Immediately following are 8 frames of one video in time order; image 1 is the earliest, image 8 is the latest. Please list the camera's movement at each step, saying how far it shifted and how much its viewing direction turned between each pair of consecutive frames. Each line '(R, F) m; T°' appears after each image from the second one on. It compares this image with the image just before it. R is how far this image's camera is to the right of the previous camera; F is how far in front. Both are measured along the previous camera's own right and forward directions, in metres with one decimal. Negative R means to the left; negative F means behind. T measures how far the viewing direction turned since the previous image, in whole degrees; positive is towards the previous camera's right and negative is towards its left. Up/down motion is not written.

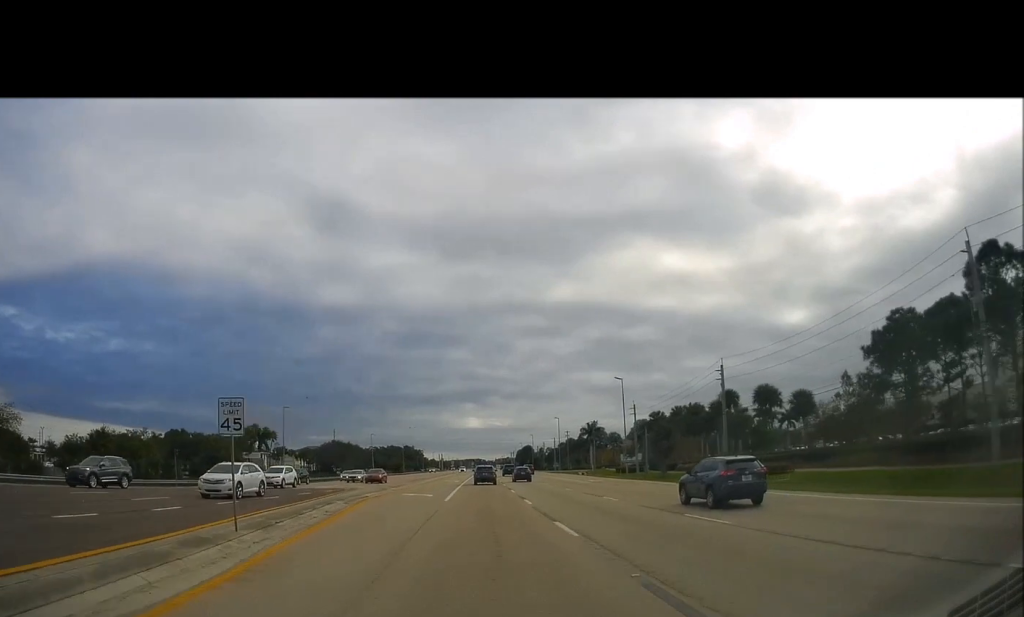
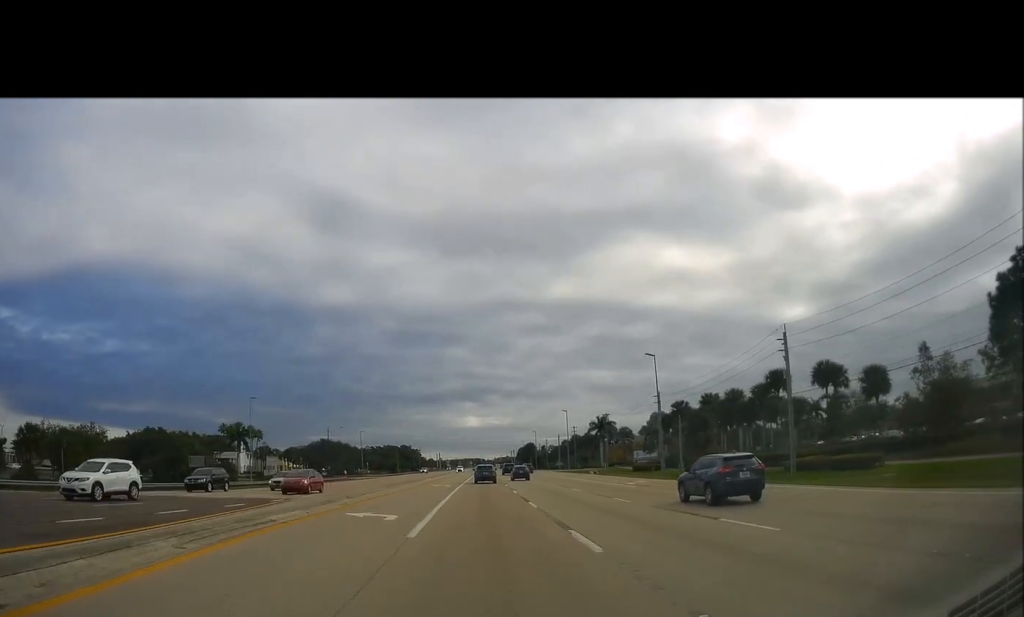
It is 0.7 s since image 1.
(+0.4, +14.3) m; 0°
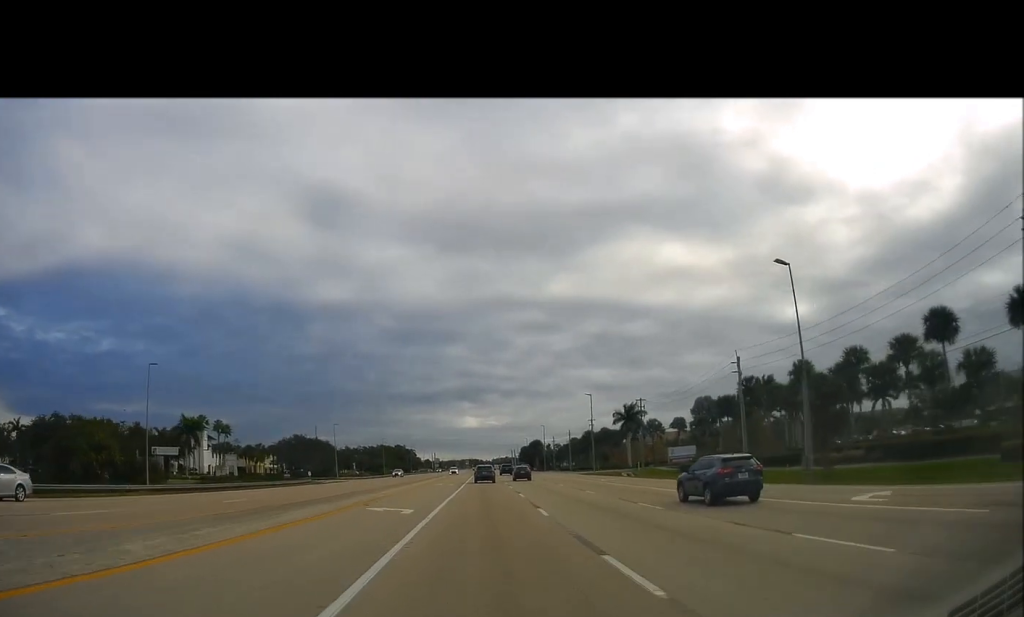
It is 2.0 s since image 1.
(-0.7, +28.2) m; -1°
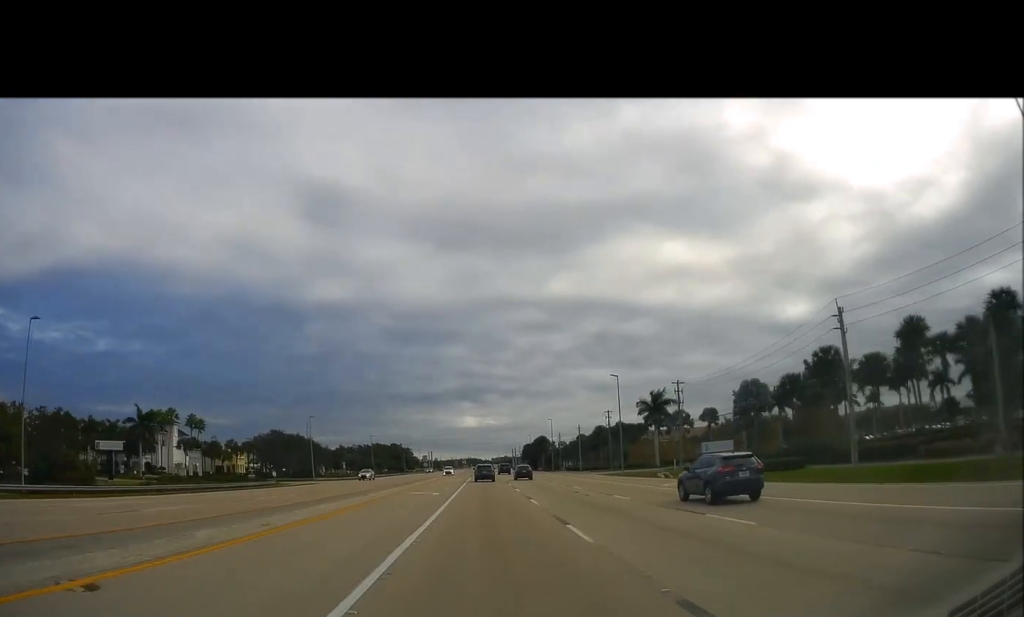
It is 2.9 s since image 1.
(+0.1, +18.8) m; +1°
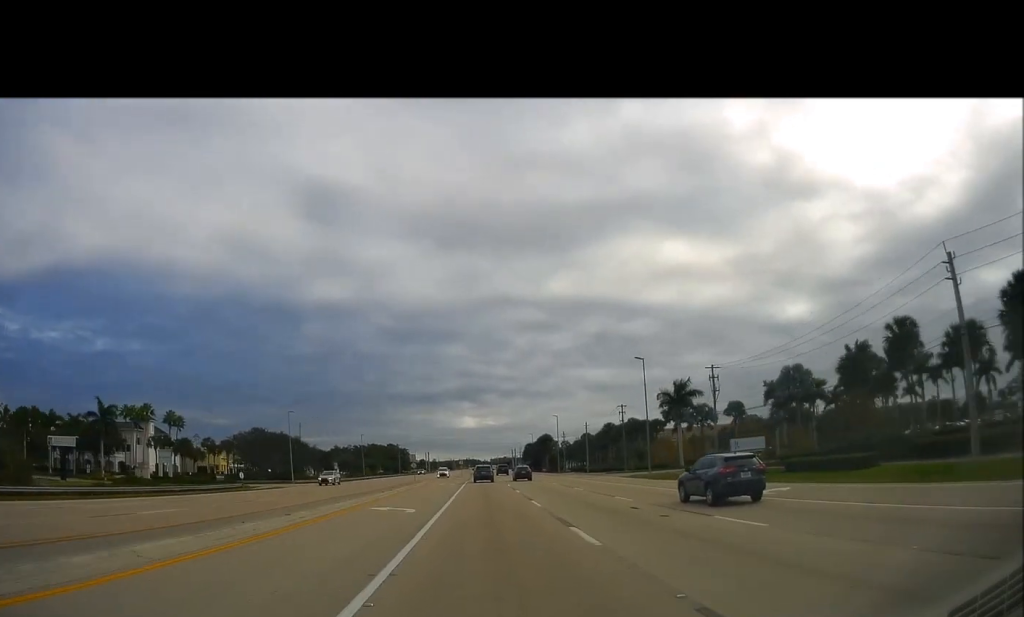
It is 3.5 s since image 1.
(+0.3, +12.6) m; 0°
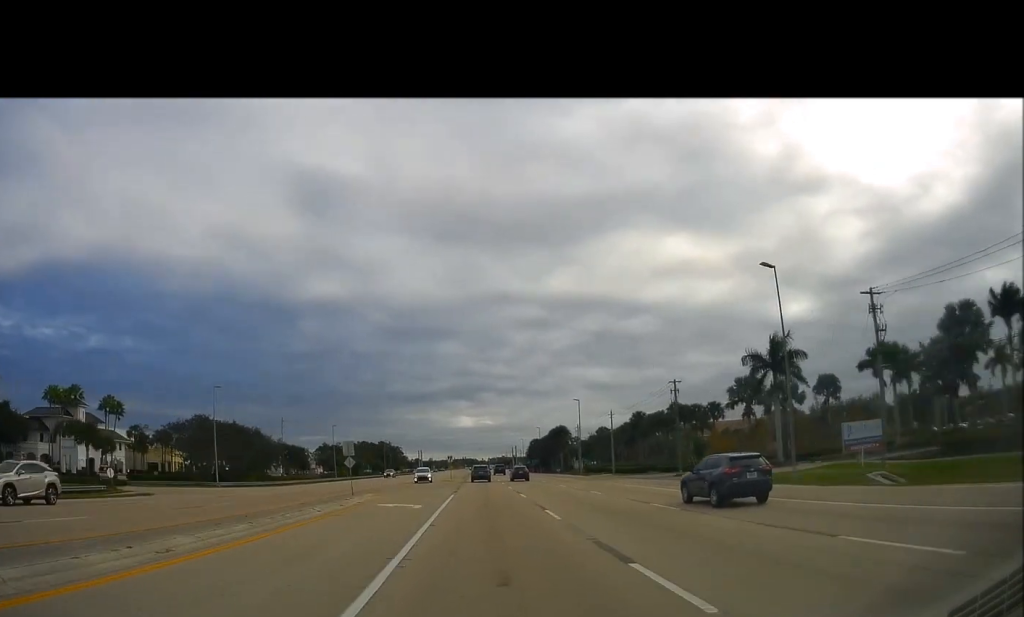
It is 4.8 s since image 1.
(-0.3, +30.3) m; 0°
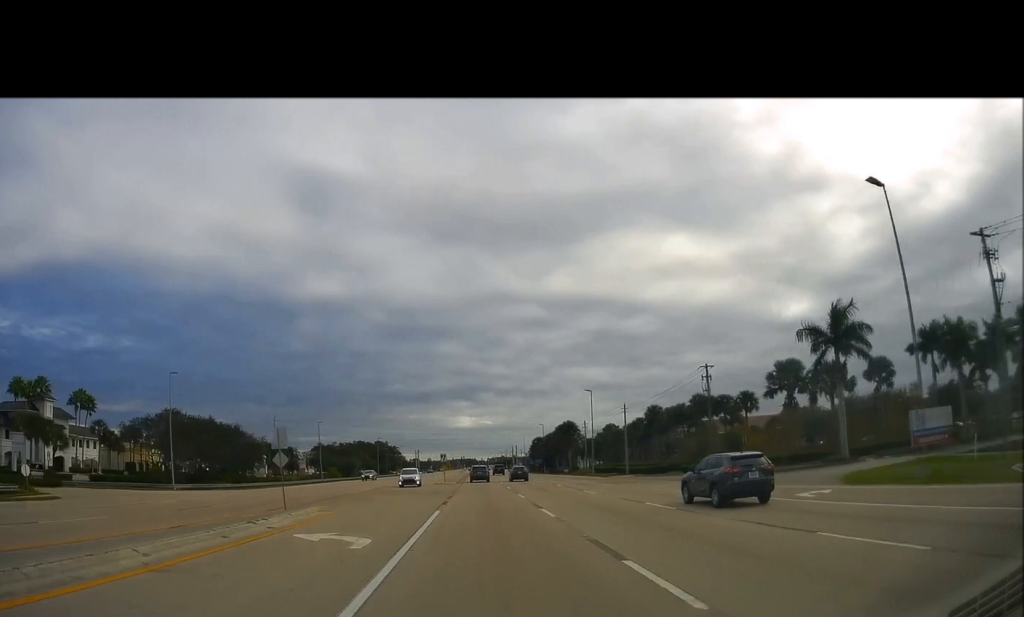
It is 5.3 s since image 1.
(+0.3, +11.6) m; 0°
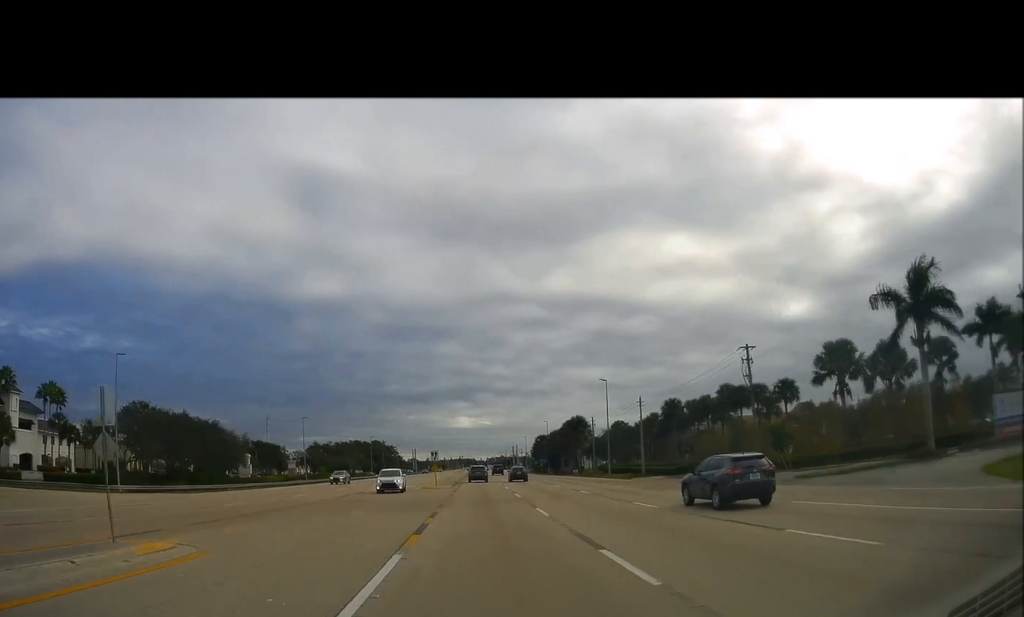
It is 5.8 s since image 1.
(+0.2, +10.9) m; 0°
